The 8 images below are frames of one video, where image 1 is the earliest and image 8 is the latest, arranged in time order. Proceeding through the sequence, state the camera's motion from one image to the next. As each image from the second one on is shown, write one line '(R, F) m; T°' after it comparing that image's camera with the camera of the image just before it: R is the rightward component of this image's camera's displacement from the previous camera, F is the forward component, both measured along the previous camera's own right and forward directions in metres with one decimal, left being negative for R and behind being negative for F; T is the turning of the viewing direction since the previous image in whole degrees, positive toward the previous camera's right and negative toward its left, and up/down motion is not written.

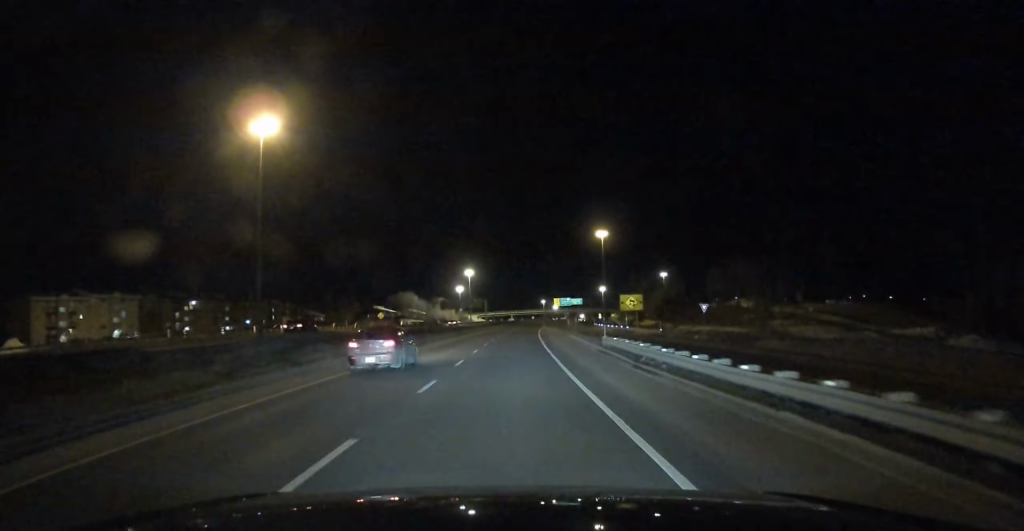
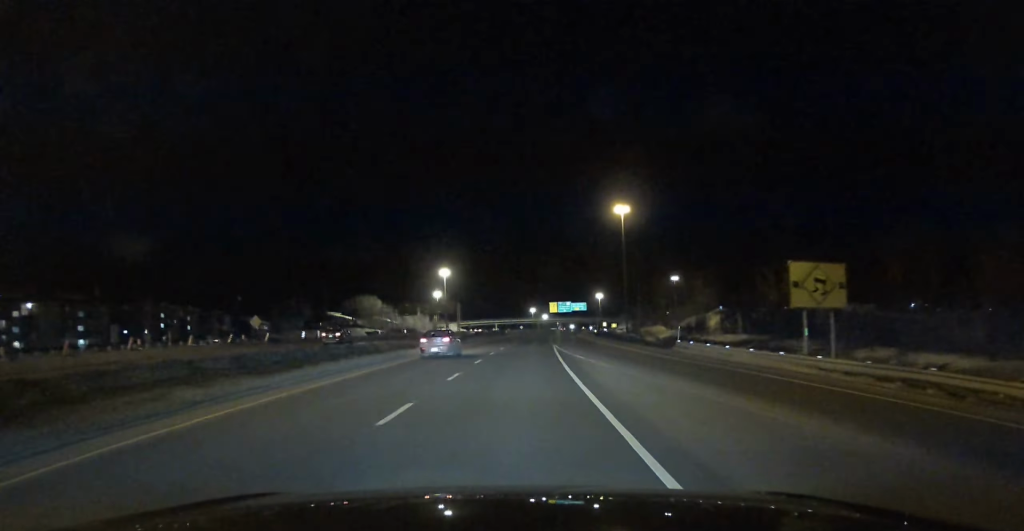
(+1.1, +65.8) m; +2°
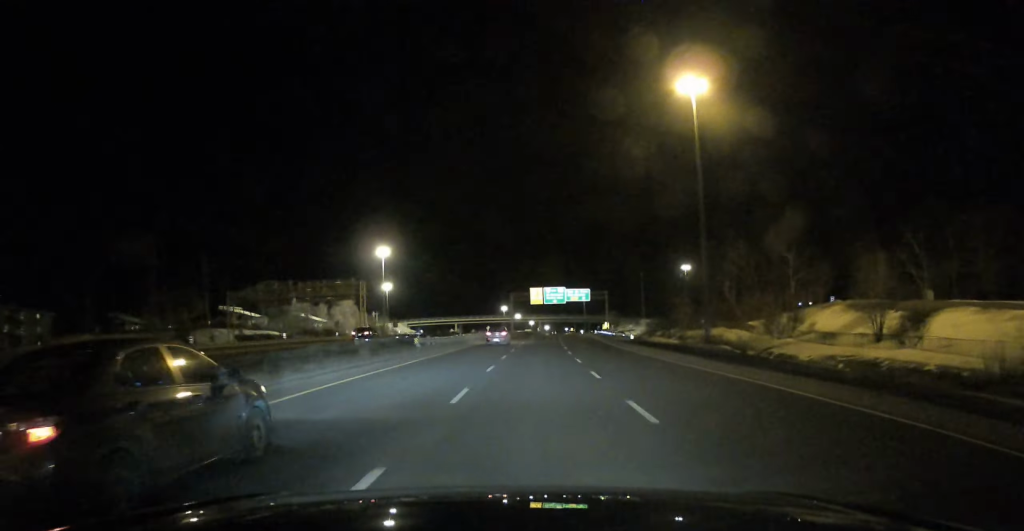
(+1.5, +84.6) m; +3°
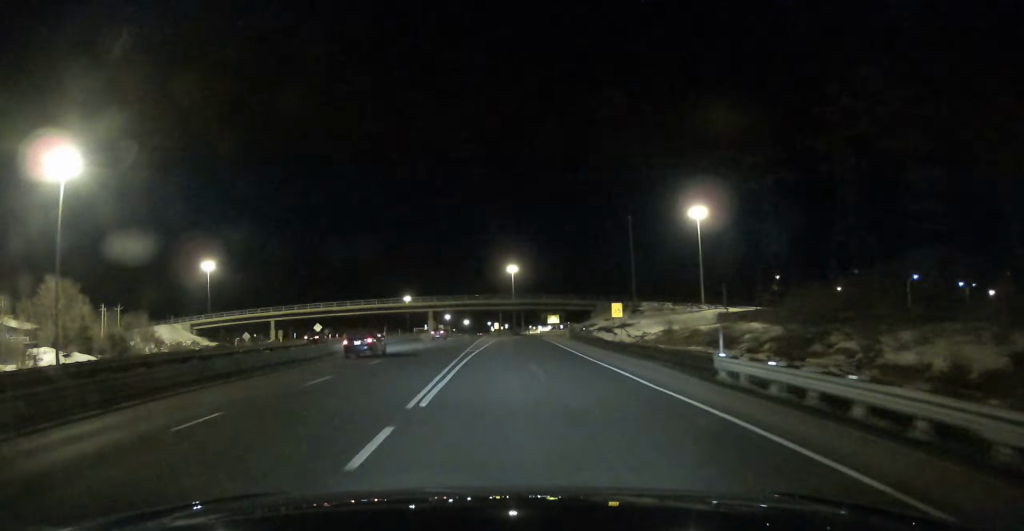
(+6.3, +129.2) m; +5°
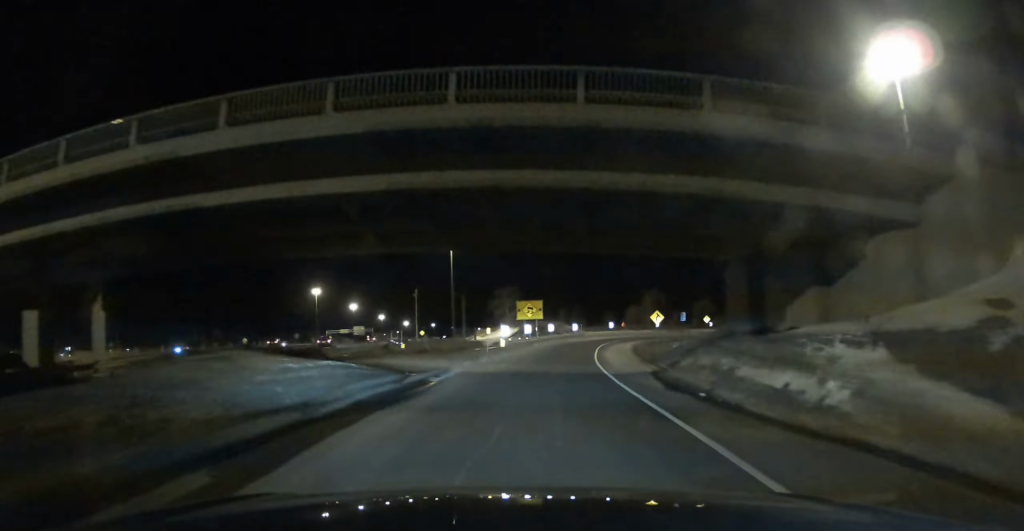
(+4.4, +105.0) m; +10°
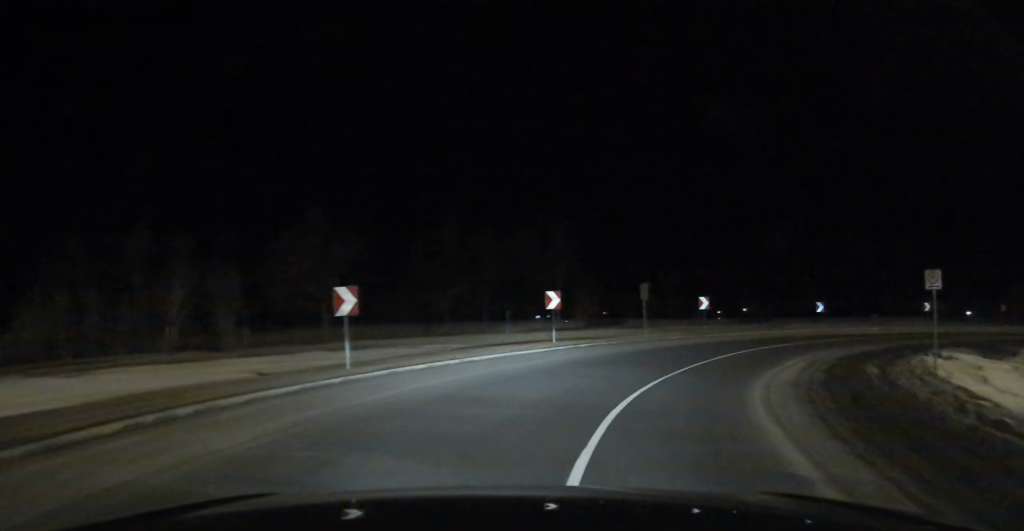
(+33.8, +106.9) m; +68°
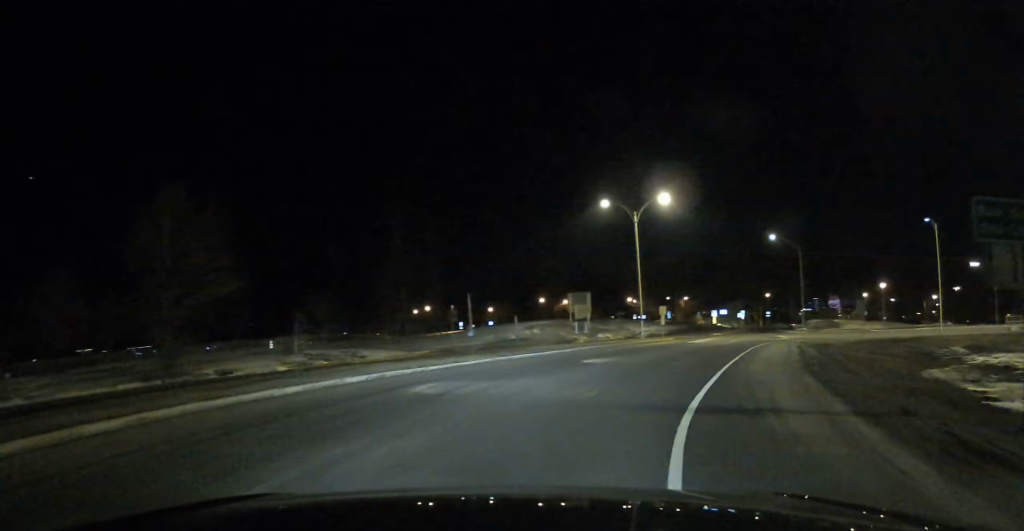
(+44.3, +40.0) m; +78°
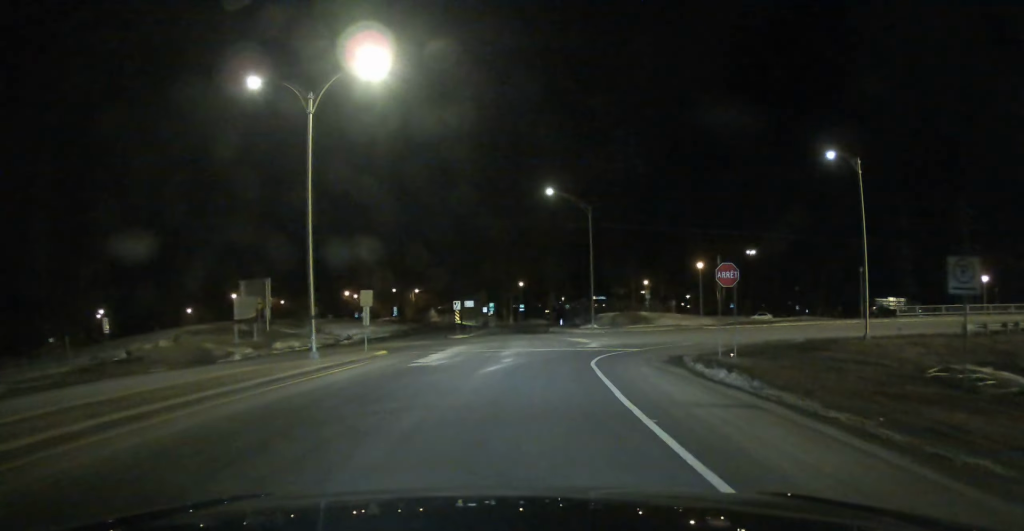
(+4.4, +22.5) m; +23°
